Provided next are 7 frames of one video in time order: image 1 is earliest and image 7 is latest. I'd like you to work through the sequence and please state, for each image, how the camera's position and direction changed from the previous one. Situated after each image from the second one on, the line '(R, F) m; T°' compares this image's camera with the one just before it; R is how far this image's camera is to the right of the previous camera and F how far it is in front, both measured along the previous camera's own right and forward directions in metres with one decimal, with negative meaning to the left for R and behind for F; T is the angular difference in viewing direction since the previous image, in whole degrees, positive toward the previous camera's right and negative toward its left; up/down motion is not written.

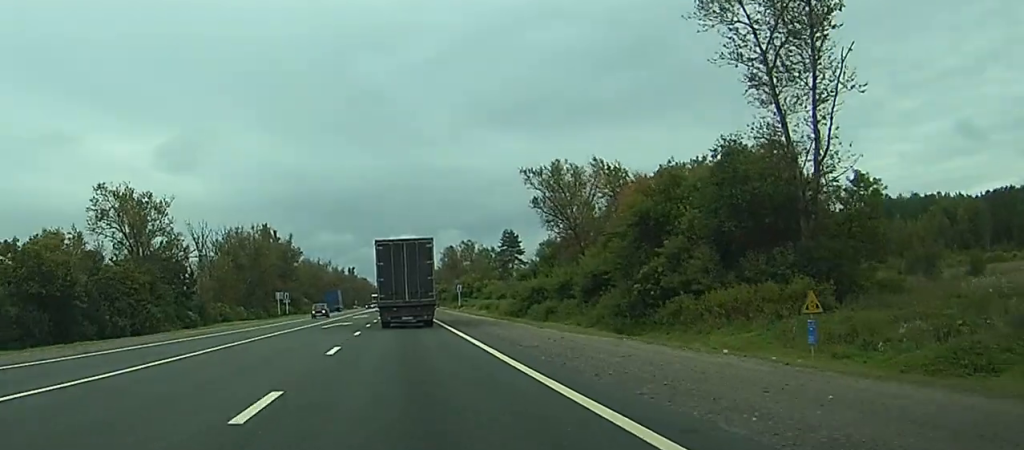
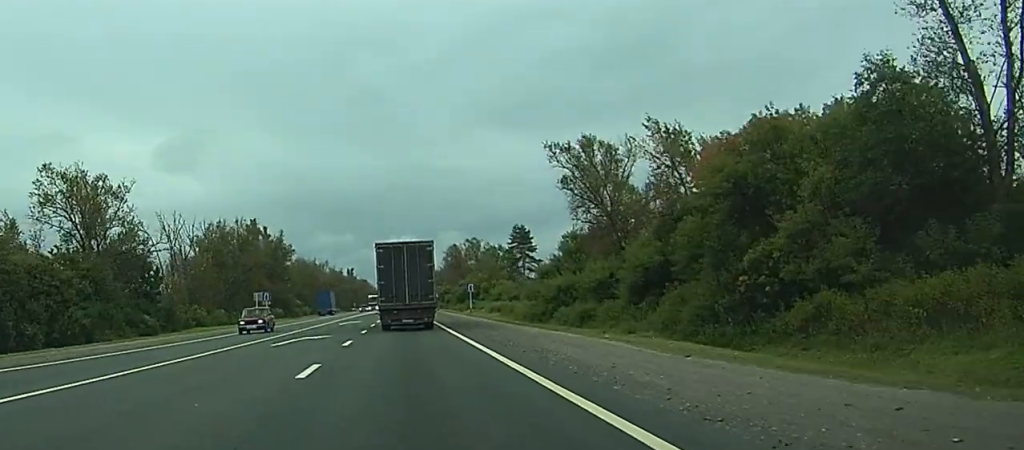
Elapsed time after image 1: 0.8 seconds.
(-0.3, +18.2) m; -1°
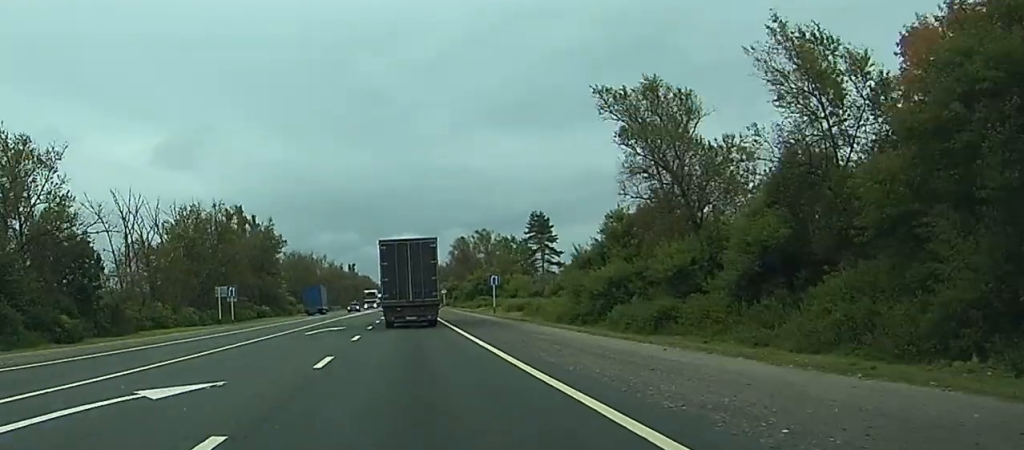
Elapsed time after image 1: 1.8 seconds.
(0.0, +21.9) m; 0°
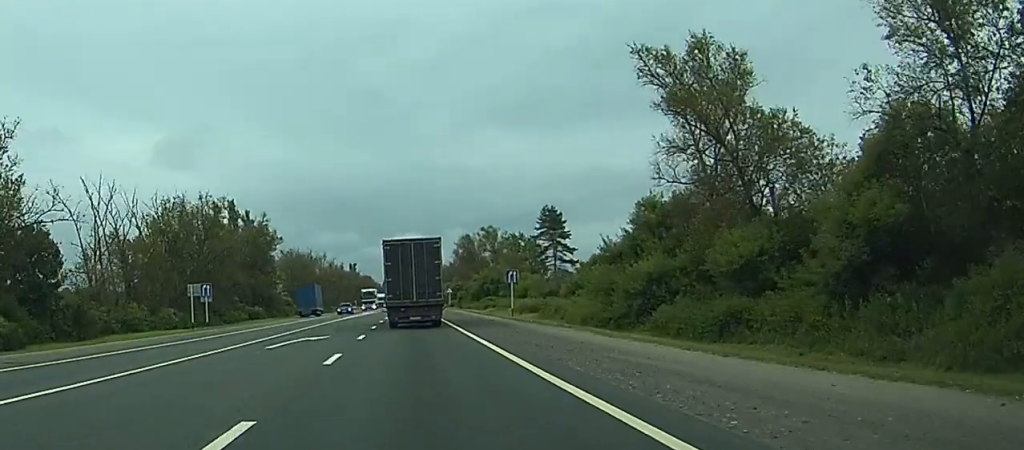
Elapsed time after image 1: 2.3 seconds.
(0.0, +11.0) m; 0°
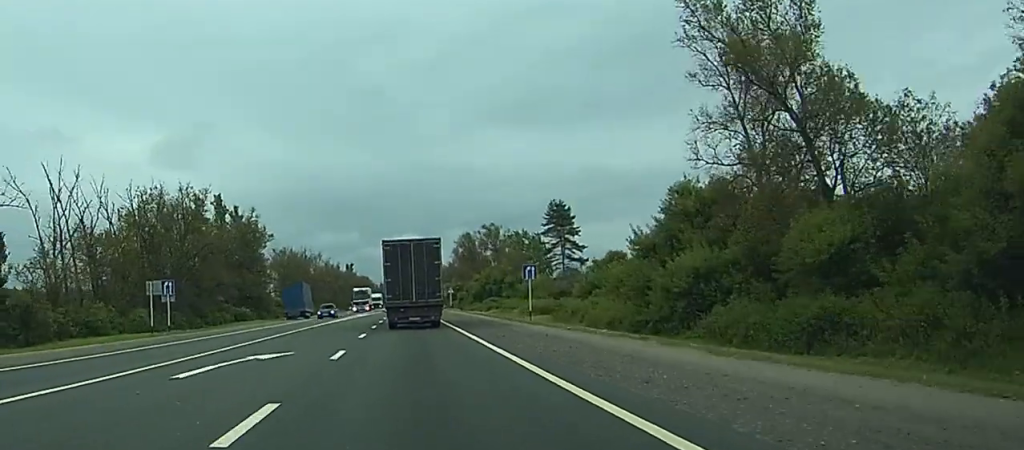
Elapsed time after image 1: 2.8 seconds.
(0.0, +10.3) m; 0°
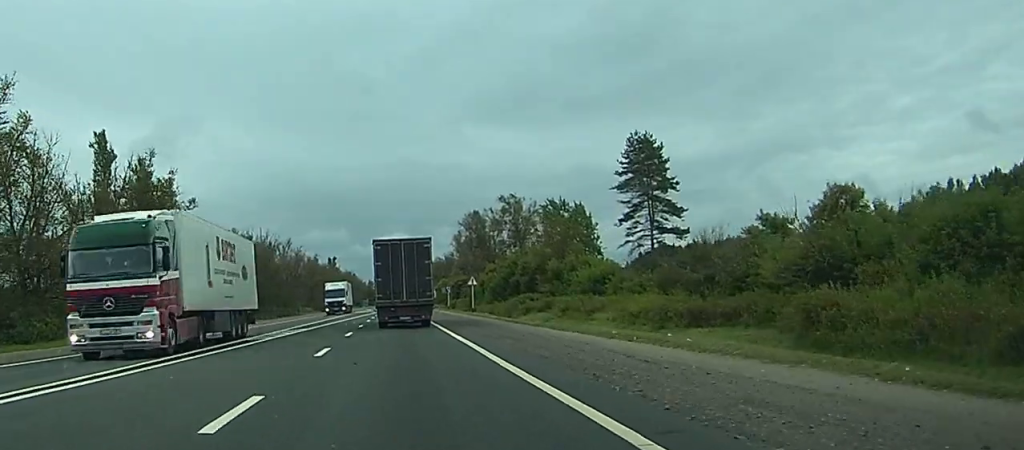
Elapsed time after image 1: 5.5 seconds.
(+0.2, +59.0) m; 0°
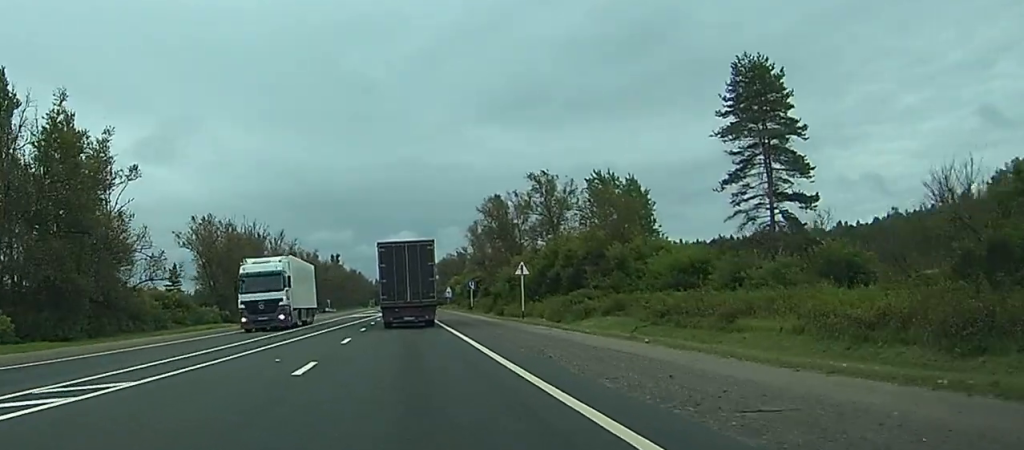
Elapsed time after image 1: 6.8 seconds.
(0.0, +29.6) m; 0°
